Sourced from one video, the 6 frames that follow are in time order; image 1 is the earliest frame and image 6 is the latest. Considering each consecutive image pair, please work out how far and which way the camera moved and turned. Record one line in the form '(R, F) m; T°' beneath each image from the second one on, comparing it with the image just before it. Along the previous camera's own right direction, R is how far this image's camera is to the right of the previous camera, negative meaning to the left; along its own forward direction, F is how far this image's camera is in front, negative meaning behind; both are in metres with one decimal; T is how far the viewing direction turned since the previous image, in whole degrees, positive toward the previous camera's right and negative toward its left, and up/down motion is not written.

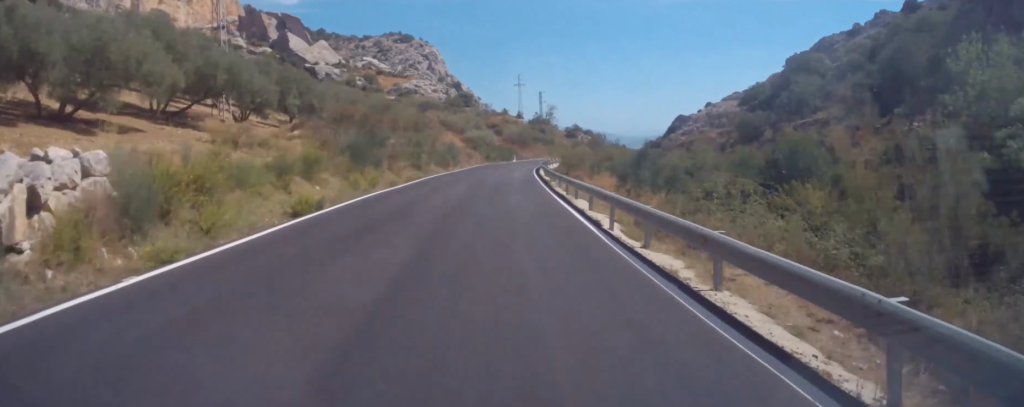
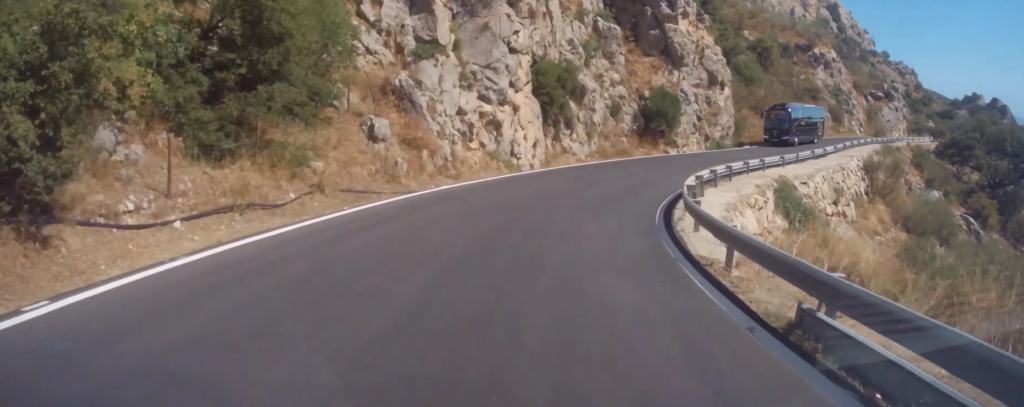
(+0.6, +198.0) m; -1°
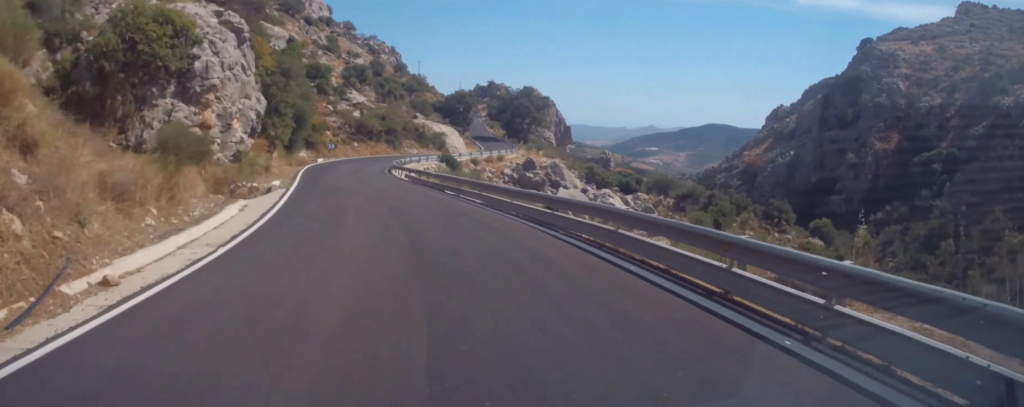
(+4.1, +143.0) m; +9°
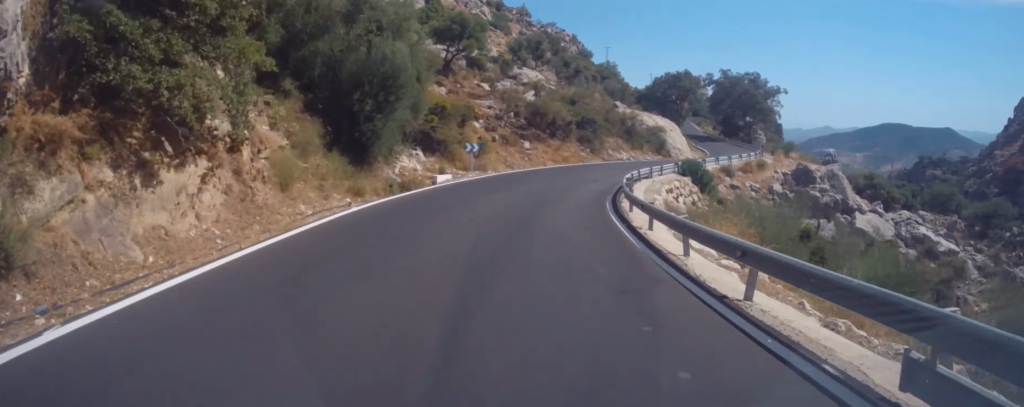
(+3.0, +40.9) m; 0°
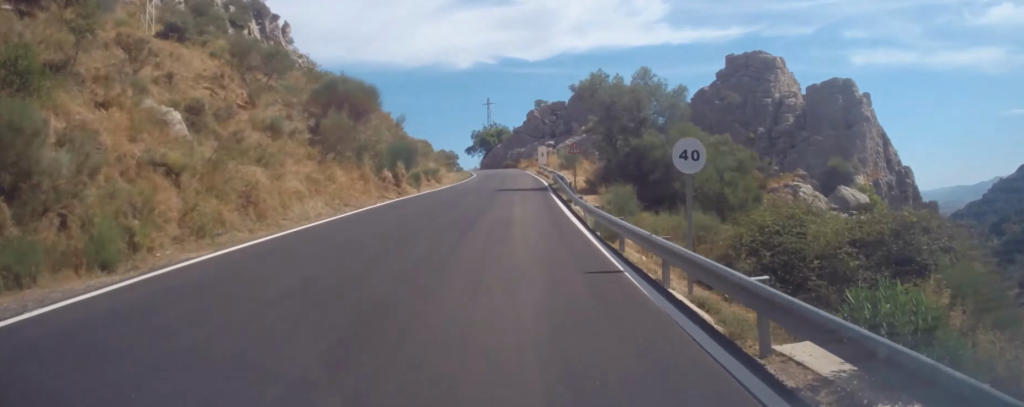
(-3.5, +169.4) m; -12°
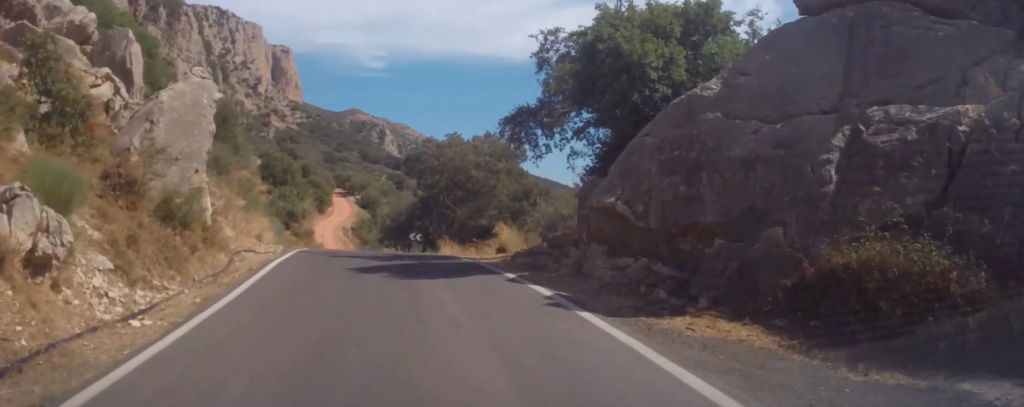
(-9.2, +60.7) m; 0°
